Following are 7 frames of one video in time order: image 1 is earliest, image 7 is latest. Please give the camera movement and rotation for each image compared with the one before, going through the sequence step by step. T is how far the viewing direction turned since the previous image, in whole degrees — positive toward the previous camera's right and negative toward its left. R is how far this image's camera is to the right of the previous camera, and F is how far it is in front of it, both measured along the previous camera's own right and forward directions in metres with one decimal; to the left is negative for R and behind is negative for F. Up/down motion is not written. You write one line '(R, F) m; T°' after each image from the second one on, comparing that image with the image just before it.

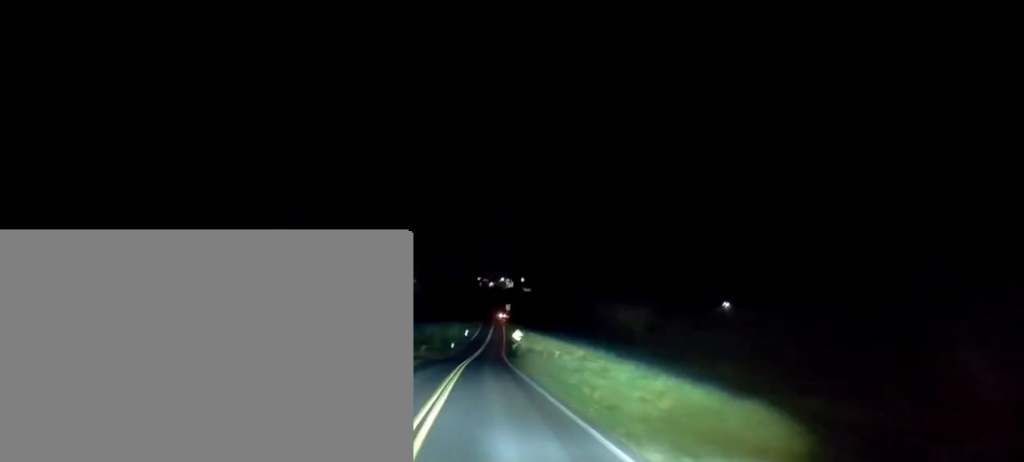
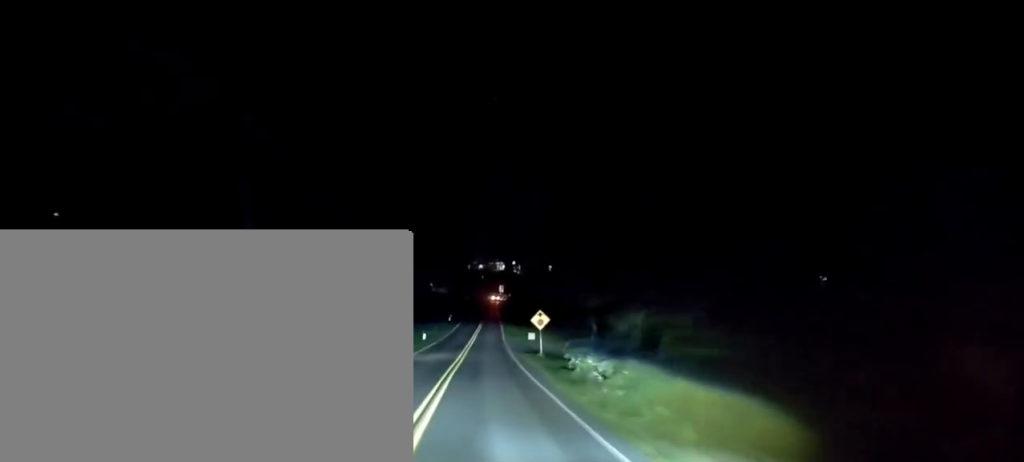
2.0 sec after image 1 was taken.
(+0.7, +33.1) m; +2°
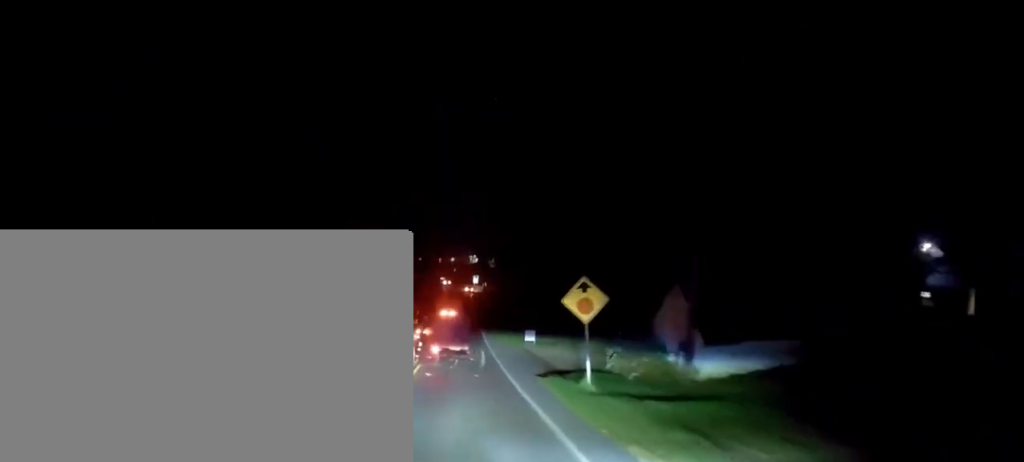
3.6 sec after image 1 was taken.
(+0.3, +24.8) m; +1°
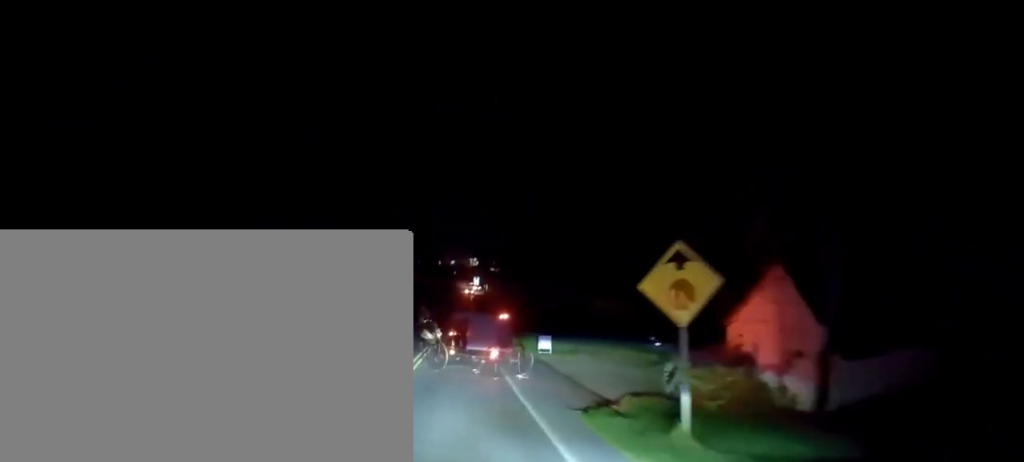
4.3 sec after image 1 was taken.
(-0.3, +9.7) m; +1°
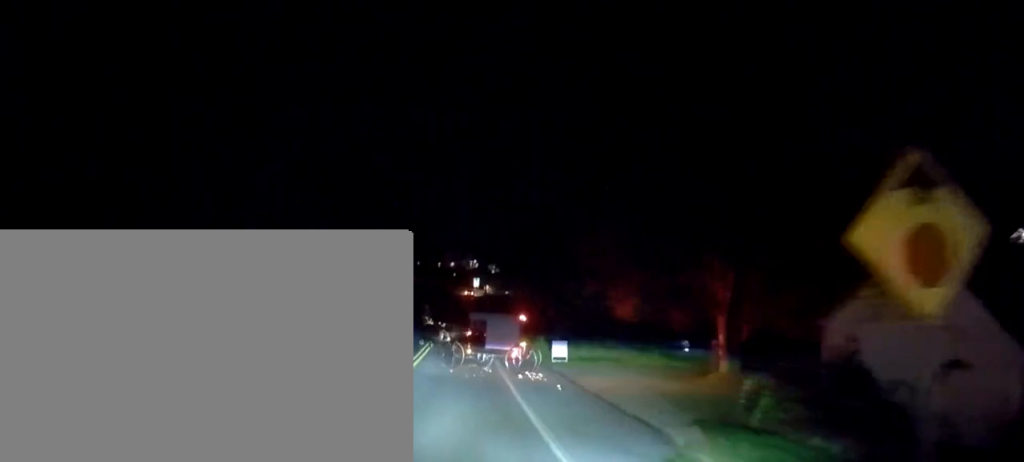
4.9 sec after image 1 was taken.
(+0.3, +6.1) m; +1°
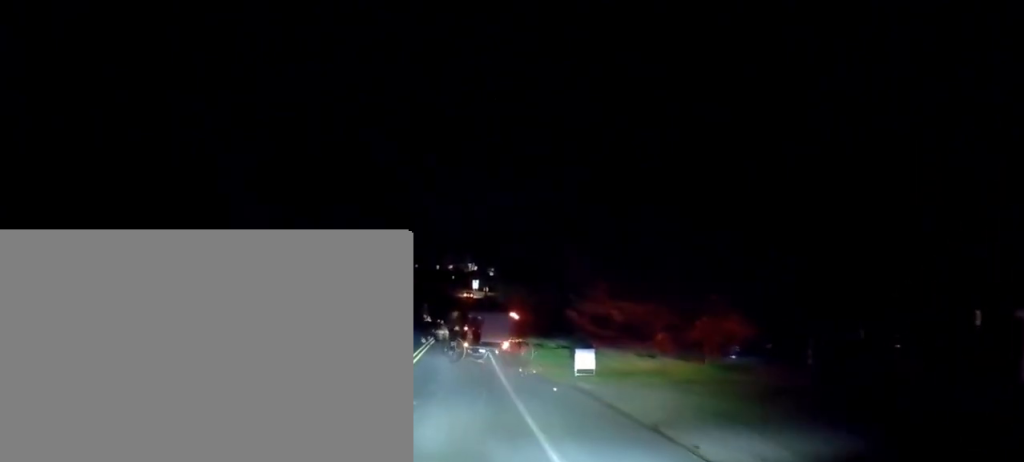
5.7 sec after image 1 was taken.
(+0.1, +8.2) m; +1°
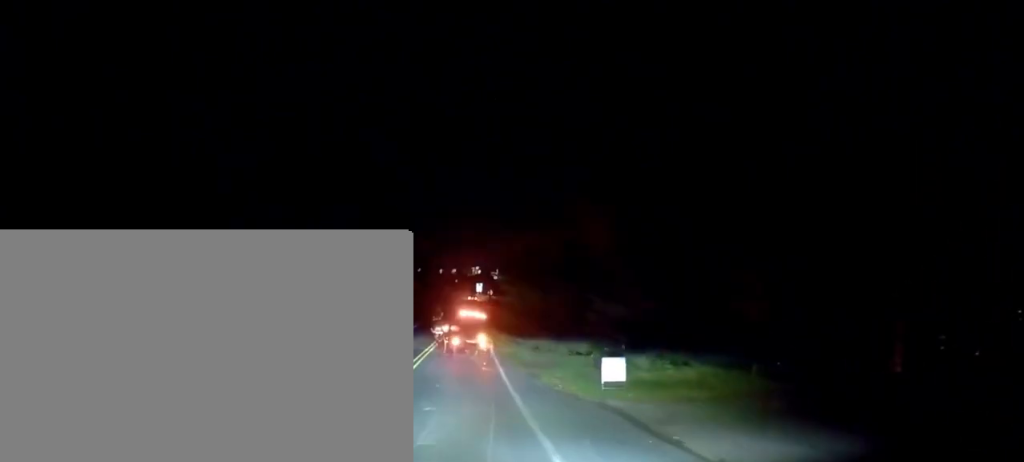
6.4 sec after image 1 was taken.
(-0.1, +5.1) m; -1°
